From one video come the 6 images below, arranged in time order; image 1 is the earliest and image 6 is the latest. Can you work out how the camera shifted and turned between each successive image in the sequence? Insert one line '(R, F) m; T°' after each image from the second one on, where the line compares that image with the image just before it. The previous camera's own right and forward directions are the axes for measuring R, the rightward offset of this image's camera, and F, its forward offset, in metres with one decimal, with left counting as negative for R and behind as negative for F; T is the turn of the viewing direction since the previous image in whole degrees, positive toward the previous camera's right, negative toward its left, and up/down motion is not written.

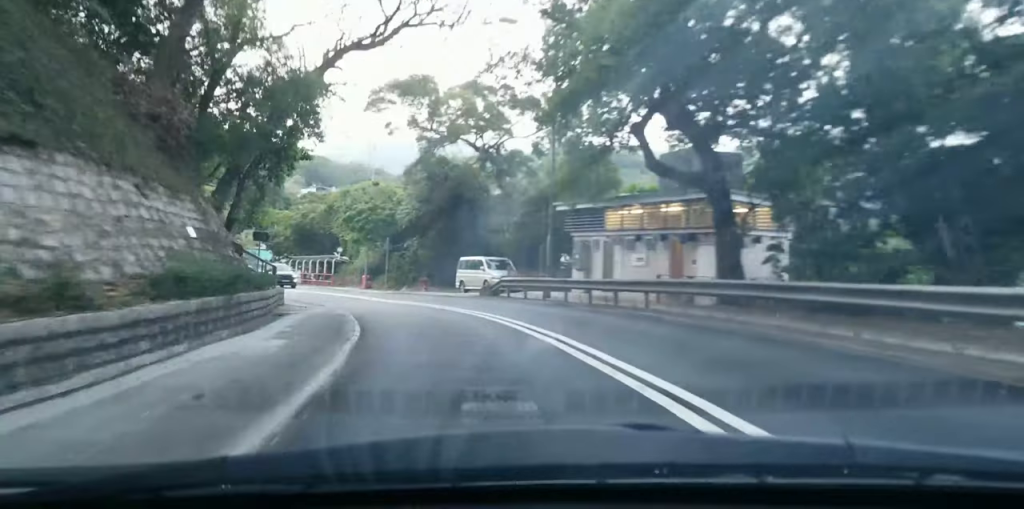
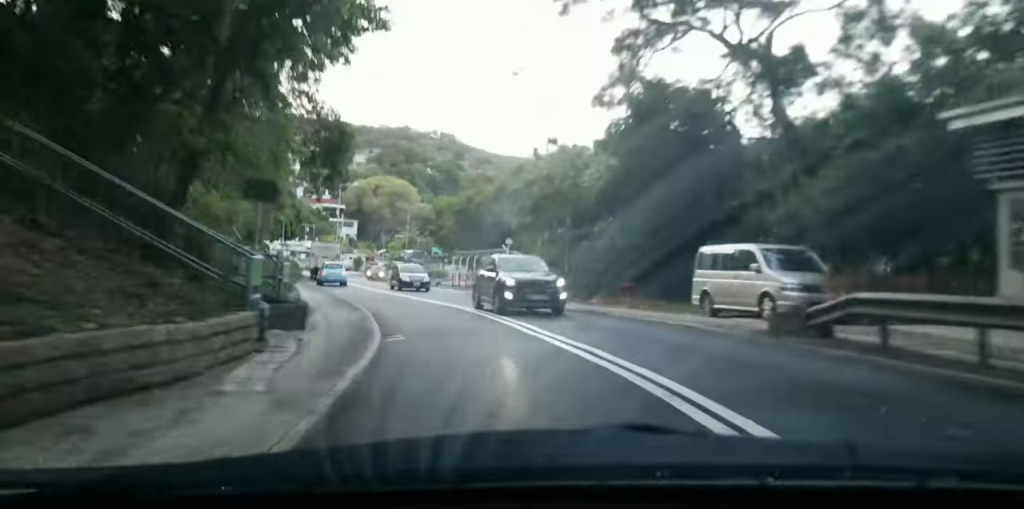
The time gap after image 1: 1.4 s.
(-0.7, +19.6) m; -8°
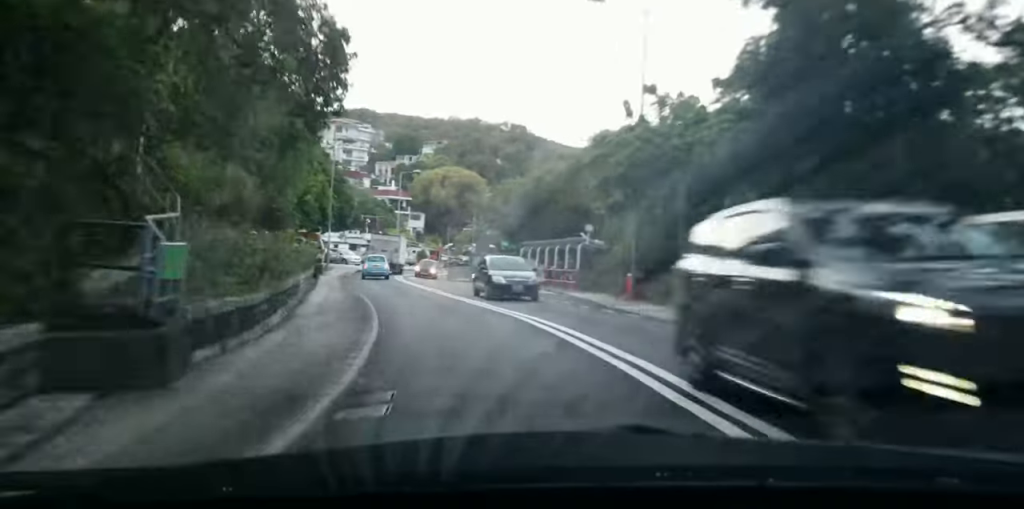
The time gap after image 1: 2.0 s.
(-0.6, +8.5) m; -6°
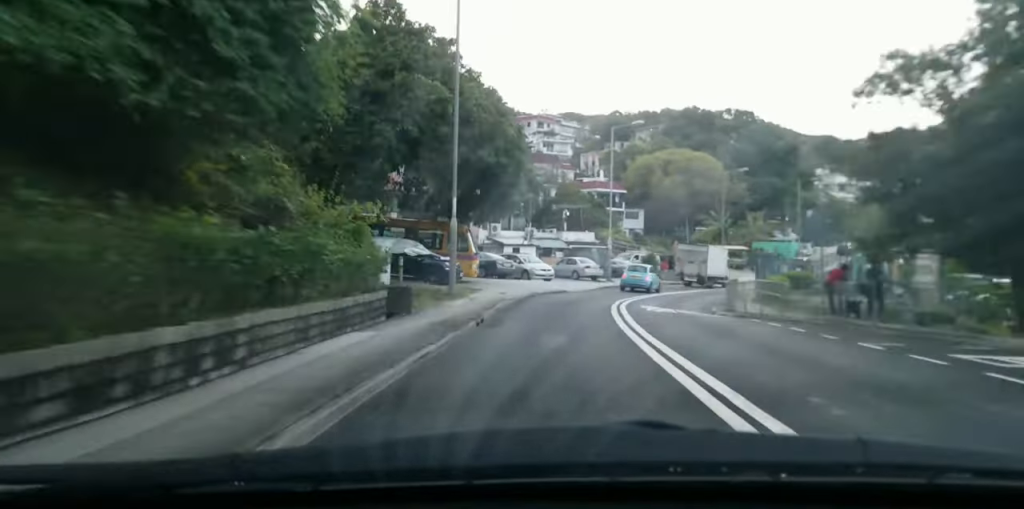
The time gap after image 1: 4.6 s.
(-6.5, +31.8) m; -22°
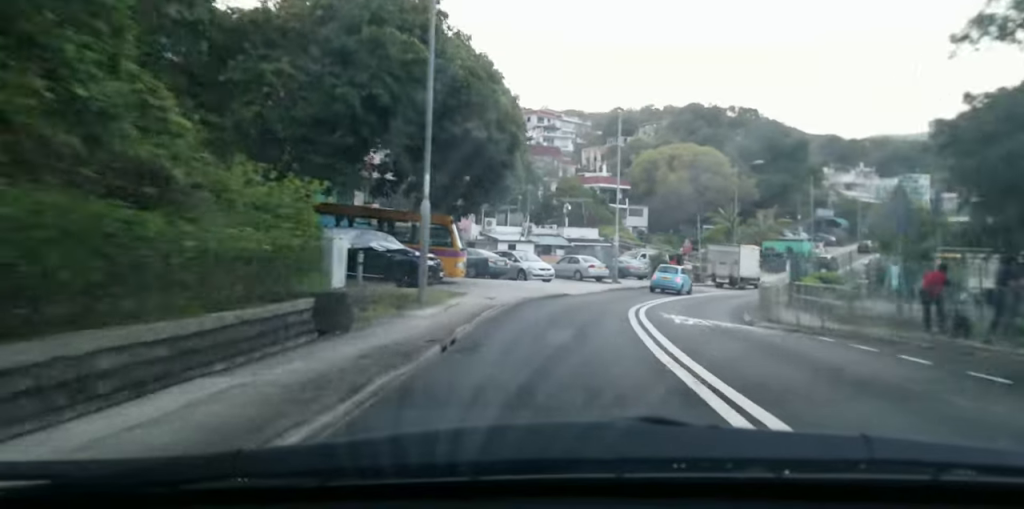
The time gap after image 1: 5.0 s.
(-0.3, +5.3) m; -1°
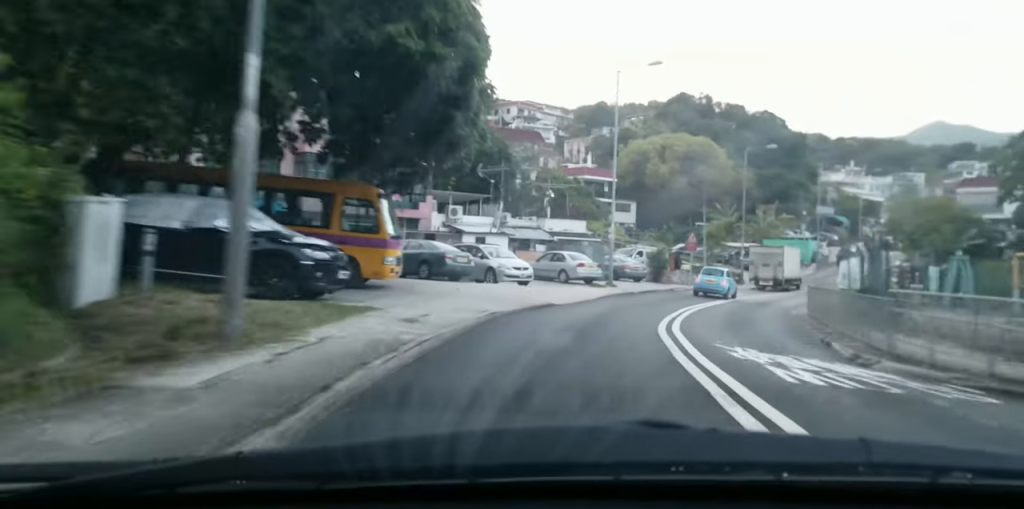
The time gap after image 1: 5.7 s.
(-0.5, +9.6) m; -1°
